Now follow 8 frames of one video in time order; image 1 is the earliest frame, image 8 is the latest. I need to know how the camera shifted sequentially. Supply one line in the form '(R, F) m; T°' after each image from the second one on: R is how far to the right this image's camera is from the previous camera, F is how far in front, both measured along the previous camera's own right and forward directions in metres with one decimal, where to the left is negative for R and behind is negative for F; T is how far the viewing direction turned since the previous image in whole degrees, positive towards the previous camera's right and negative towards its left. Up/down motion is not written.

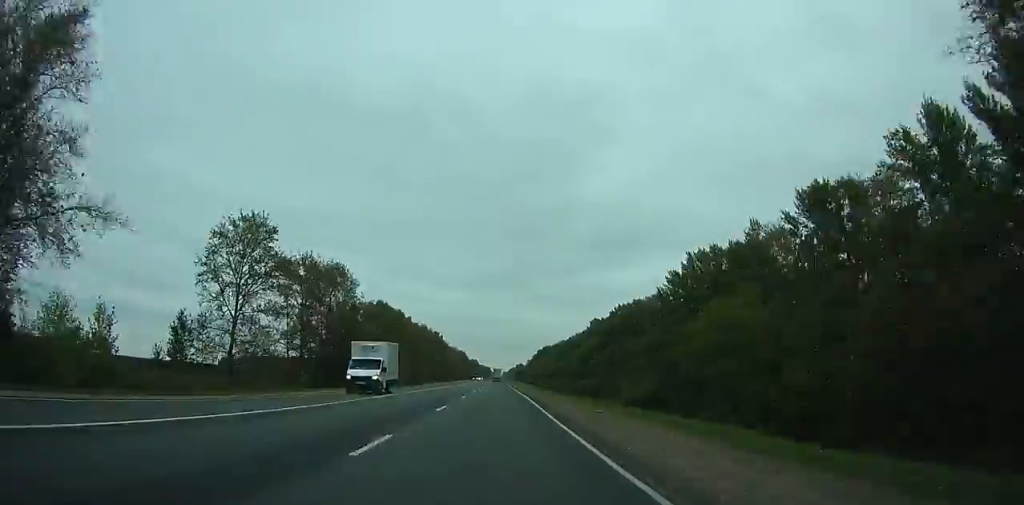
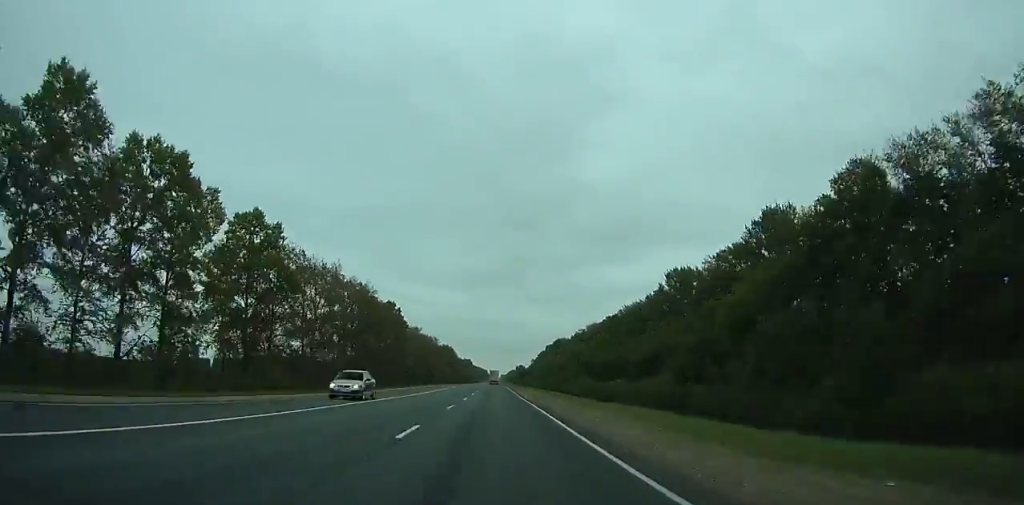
(+0.1, +98.4) m; 0°
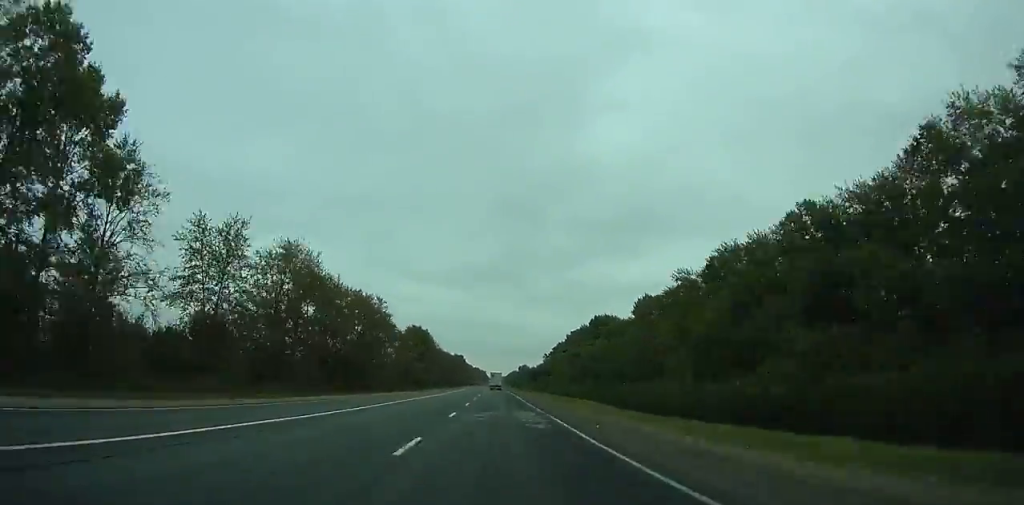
(0.0, +119.8) m; 0°
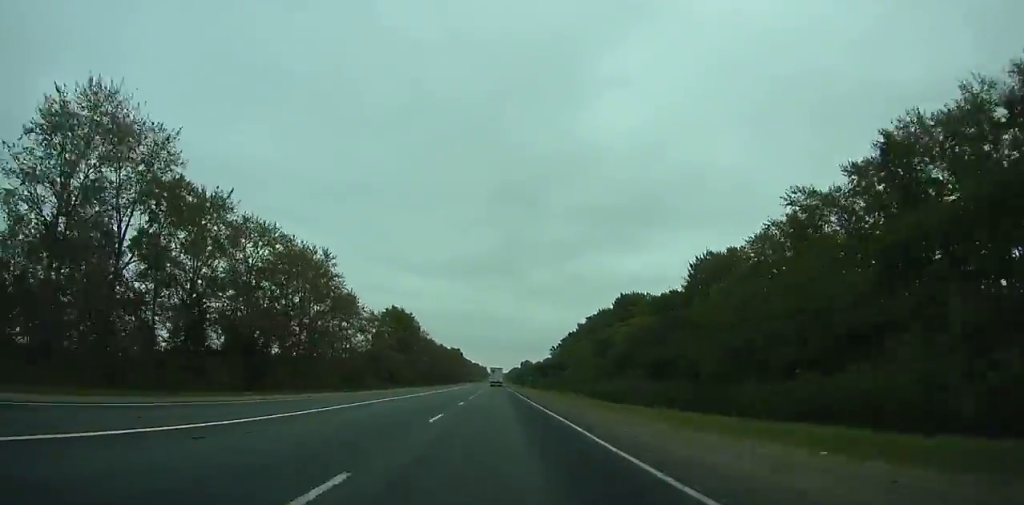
(0.0, +41.5) m; 0°
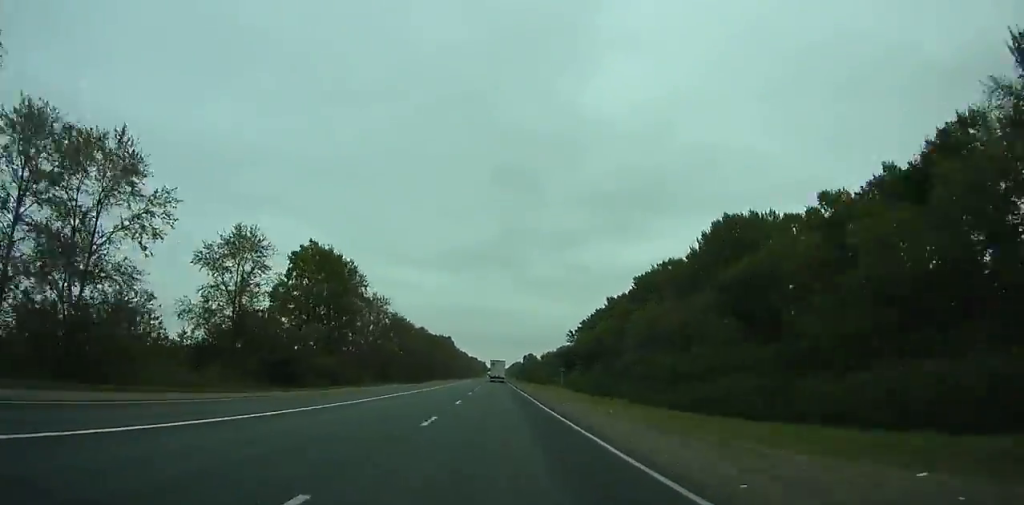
(0.0, +72.7) m; 0°
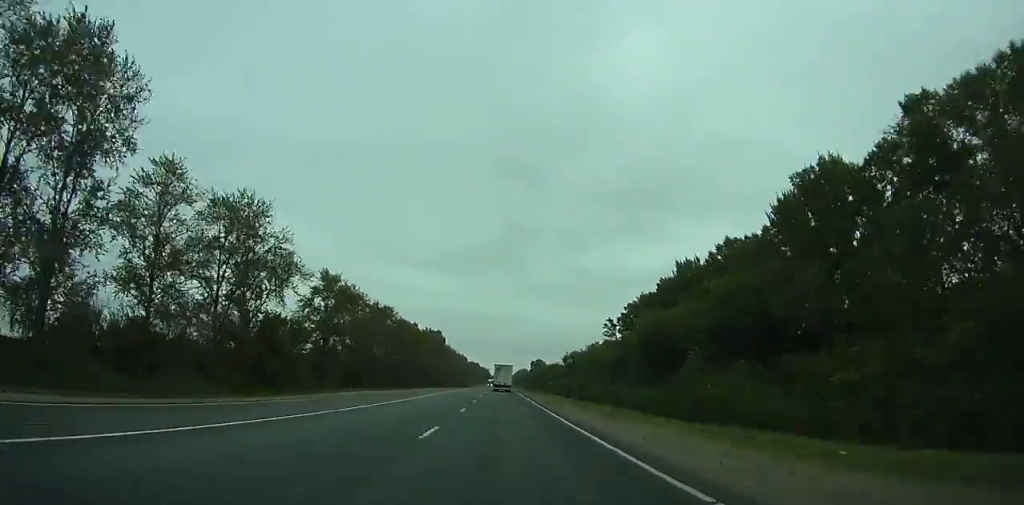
(-0.1, +73.0) m; 0°
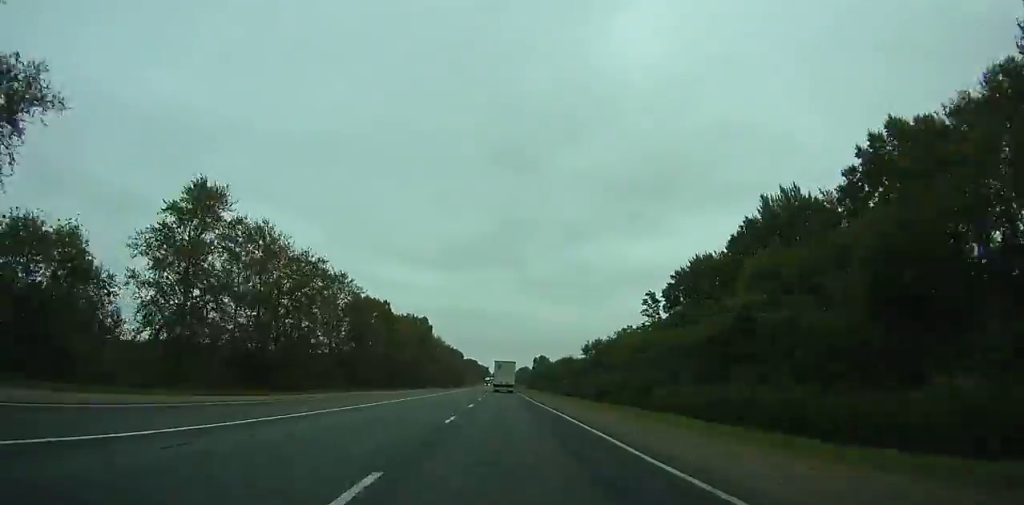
(0.0, +45.1) m; 0°
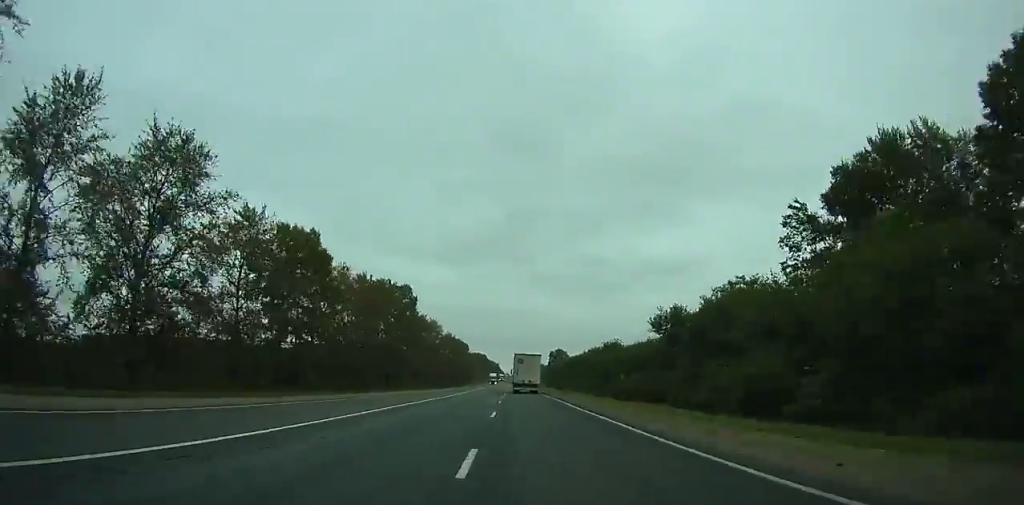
(-0.2, +56.7) m; 0°
